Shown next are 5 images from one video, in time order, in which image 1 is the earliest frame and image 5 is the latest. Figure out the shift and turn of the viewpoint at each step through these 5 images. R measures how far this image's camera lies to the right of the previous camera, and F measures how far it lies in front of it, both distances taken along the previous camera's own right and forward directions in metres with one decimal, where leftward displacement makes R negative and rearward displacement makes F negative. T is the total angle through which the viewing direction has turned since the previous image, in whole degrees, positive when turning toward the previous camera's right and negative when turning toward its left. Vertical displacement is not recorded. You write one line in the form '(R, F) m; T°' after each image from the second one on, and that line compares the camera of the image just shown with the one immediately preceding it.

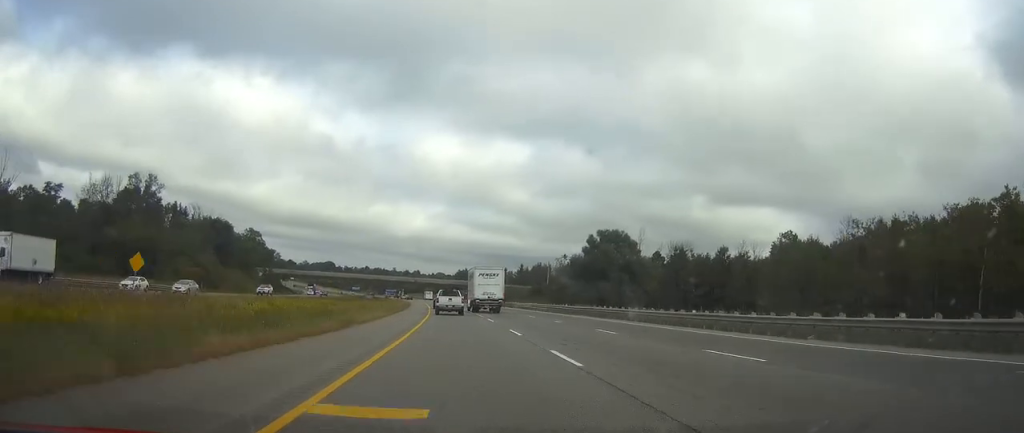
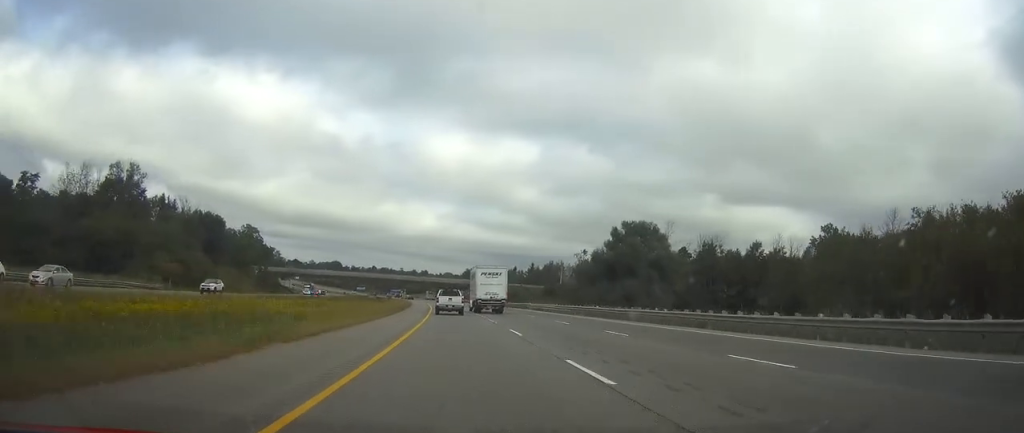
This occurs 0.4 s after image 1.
(0.0, +13.7) m; -1°
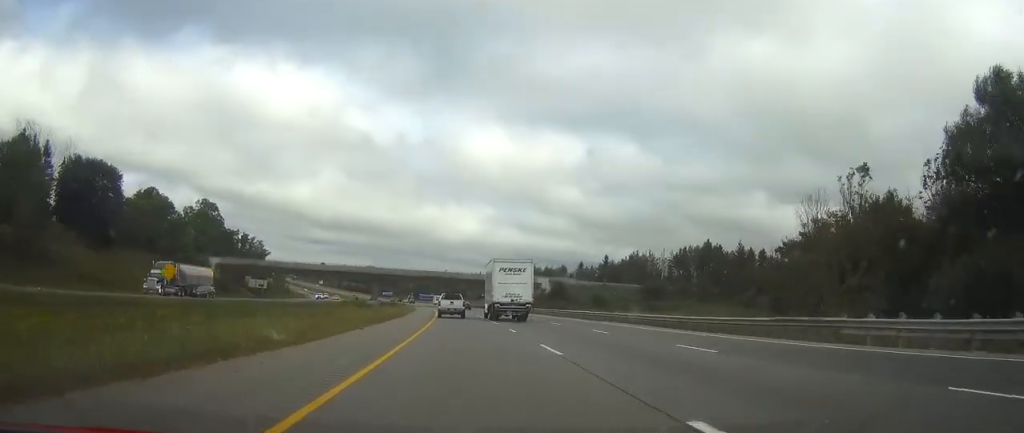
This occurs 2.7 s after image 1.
(-2.4, +80.6) m; -3°
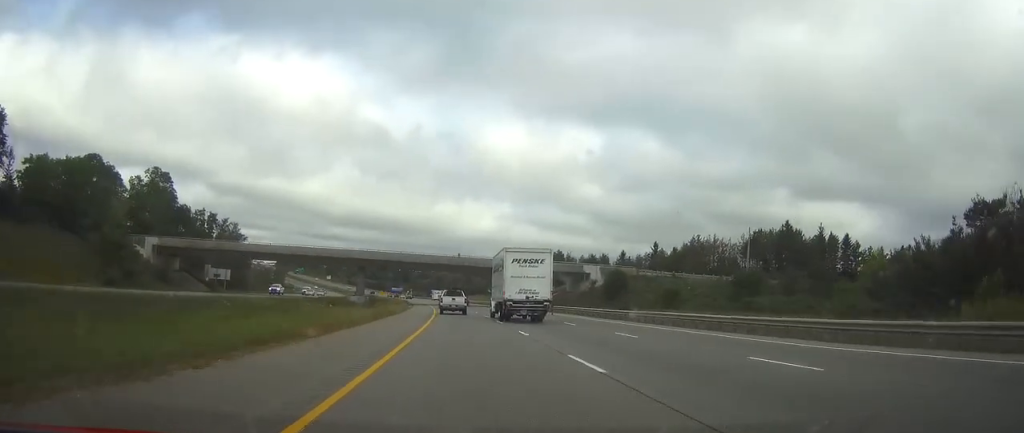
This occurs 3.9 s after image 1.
(-0.6, +40.8) m; -1°
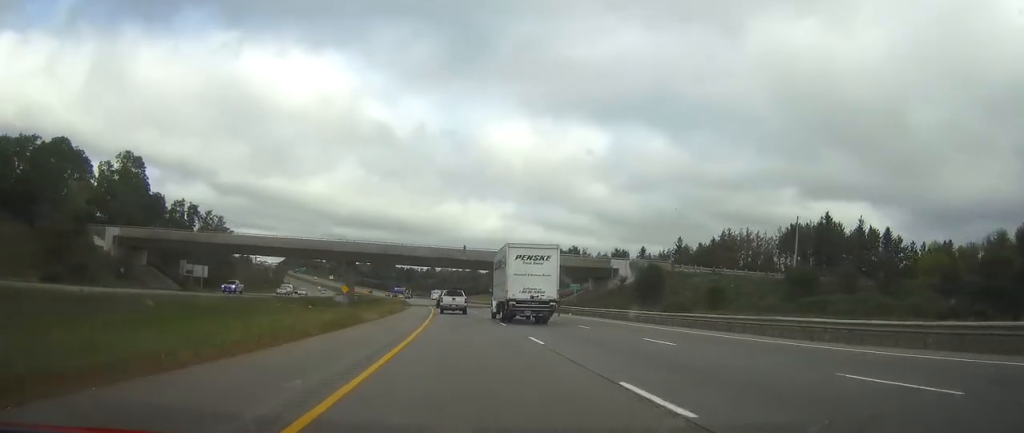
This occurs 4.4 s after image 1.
(0.0, +16.4) m; 0°
